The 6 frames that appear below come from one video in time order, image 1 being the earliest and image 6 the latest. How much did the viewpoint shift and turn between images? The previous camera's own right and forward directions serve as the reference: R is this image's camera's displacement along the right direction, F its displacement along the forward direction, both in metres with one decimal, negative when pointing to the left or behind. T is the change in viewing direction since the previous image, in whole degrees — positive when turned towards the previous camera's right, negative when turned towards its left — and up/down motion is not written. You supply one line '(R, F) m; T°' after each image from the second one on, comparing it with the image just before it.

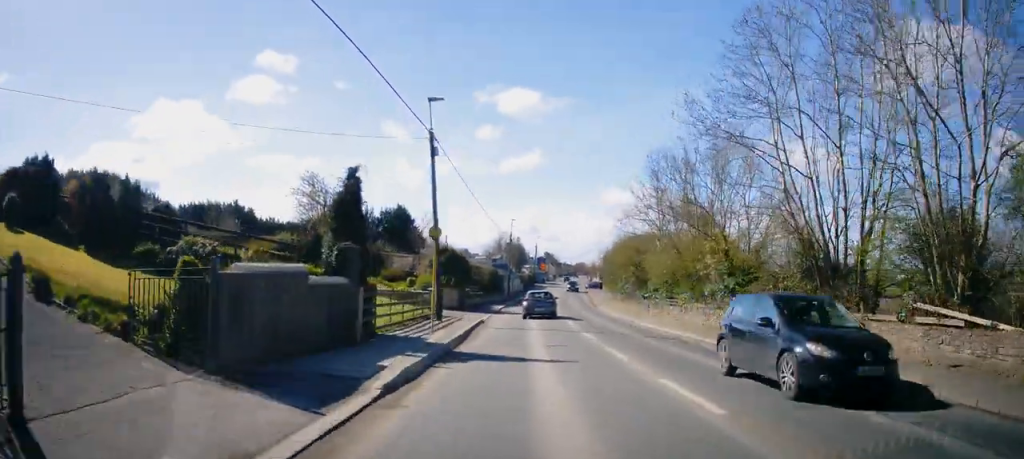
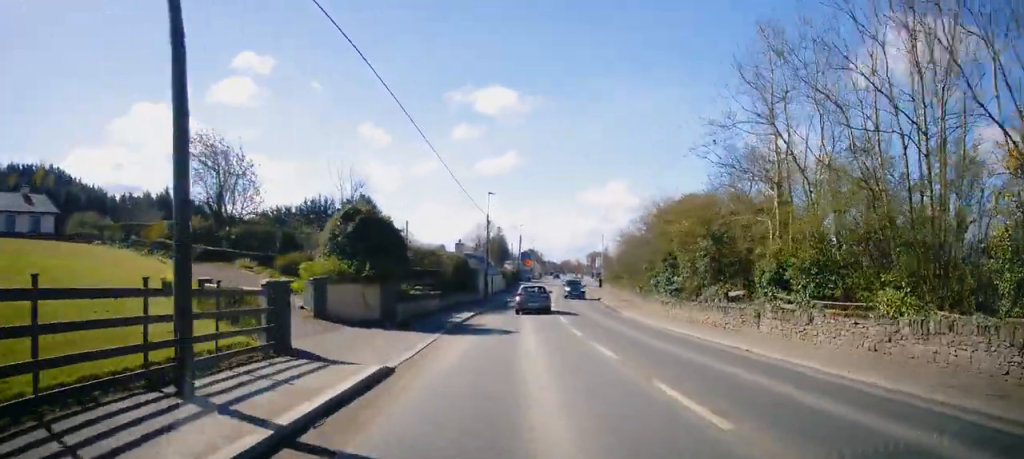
(+0.5, +18.0) m; +3°
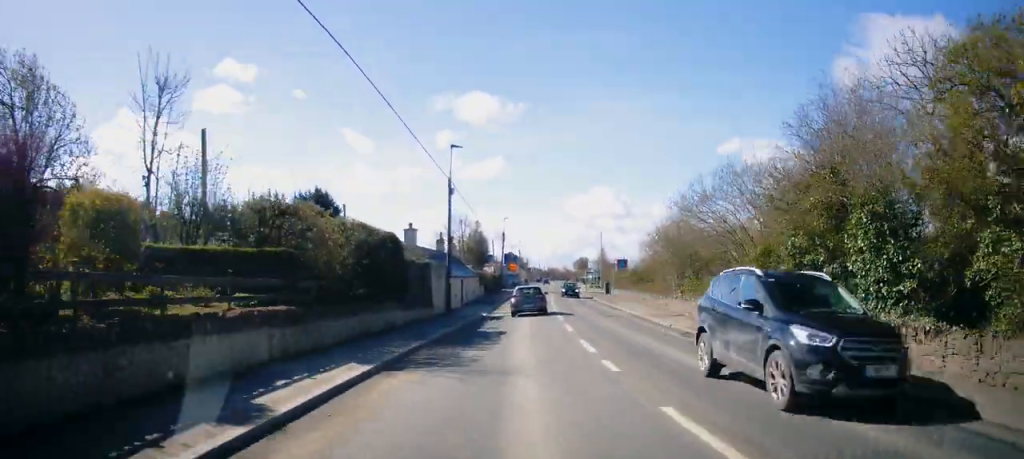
(+0.3, +19.0) m; +1°
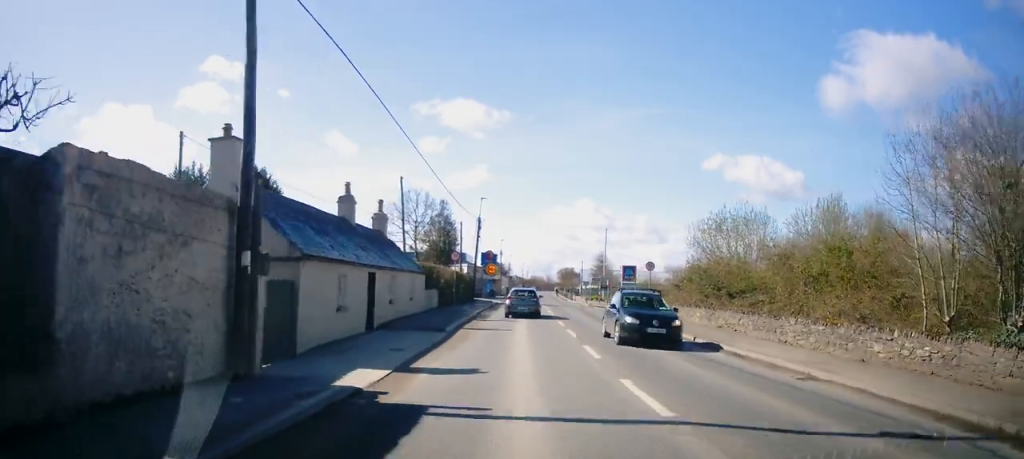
(+0.2, +23.1) m; +2°
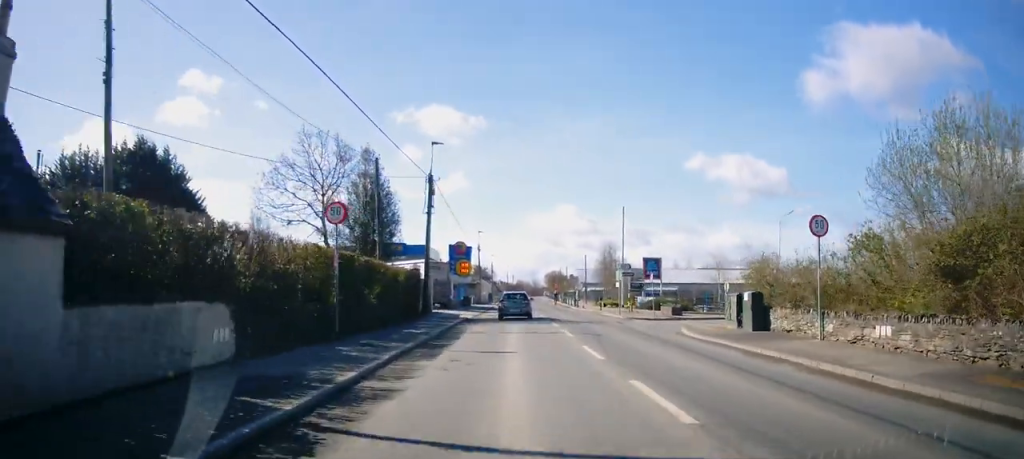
(+0.4, +23.3) m; +1°
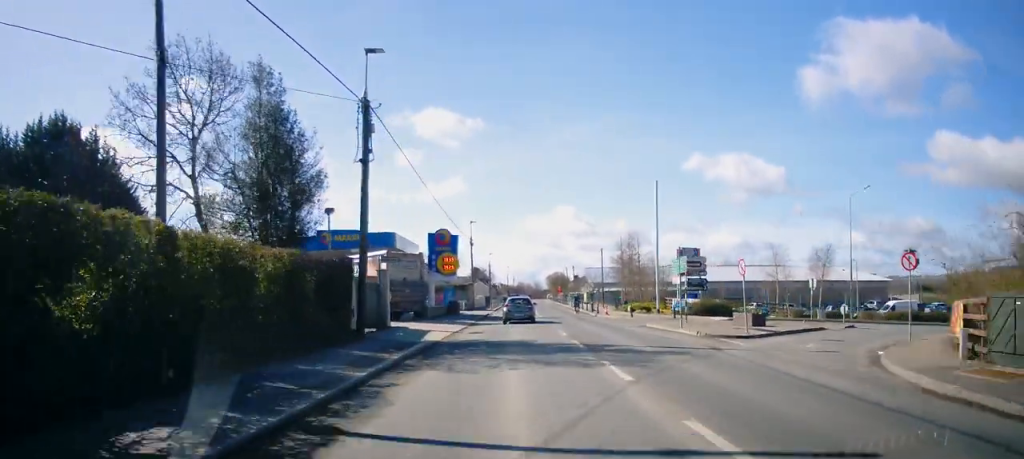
(0.0, +14.1) m; -1°
